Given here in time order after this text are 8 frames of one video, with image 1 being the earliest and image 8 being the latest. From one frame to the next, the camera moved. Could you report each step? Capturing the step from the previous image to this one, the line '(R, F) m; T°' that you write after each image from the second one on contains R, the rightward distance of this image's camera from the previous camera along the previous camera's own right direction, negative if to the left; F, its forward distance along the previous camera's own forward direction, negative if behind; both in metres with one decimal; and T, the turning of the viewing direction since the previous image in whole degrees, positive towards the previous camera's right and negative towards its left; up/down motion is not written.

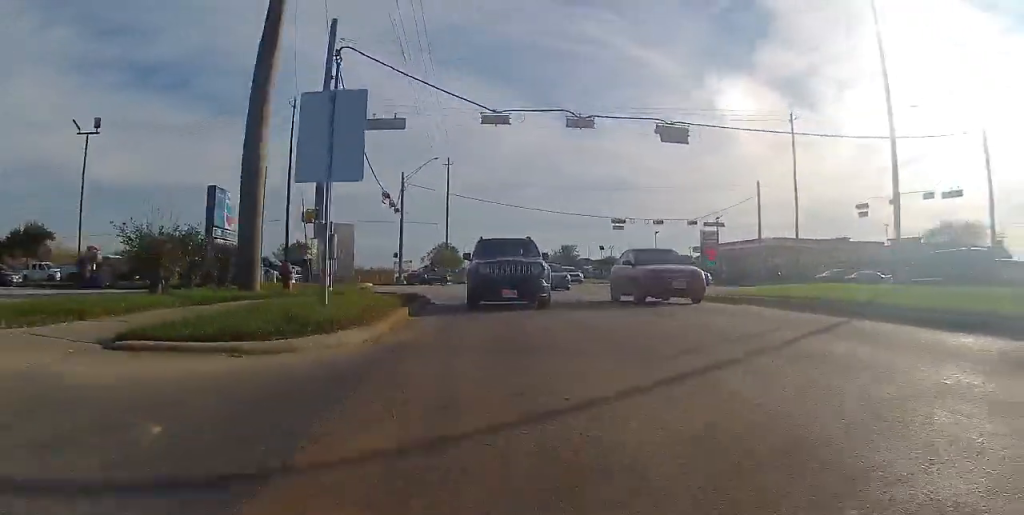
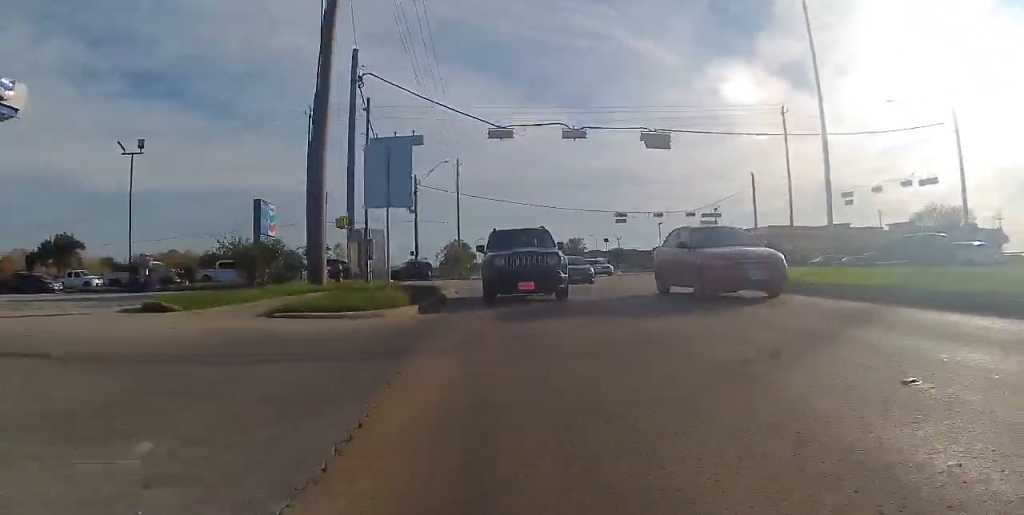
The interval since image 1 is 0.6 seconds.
(0.0, +3.3) m; 0°
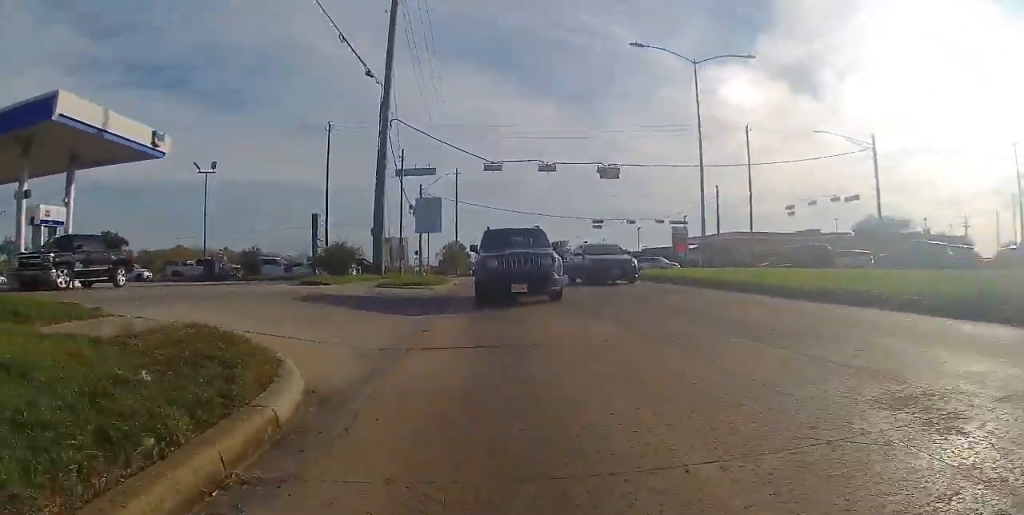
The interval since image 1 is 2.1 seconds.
(0.0, +8.9) m; 0°
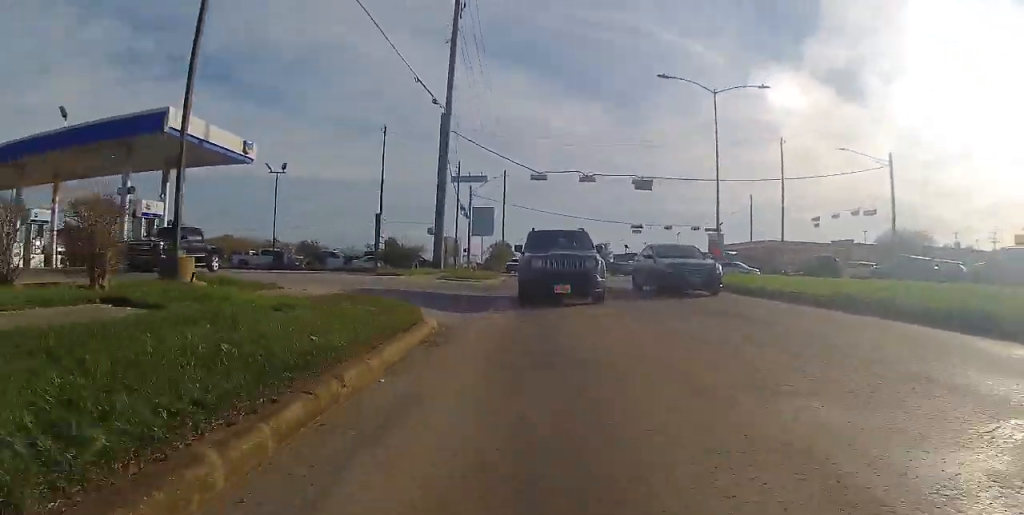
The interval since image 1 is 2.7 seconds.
(0.0, +3.9) m; 0°
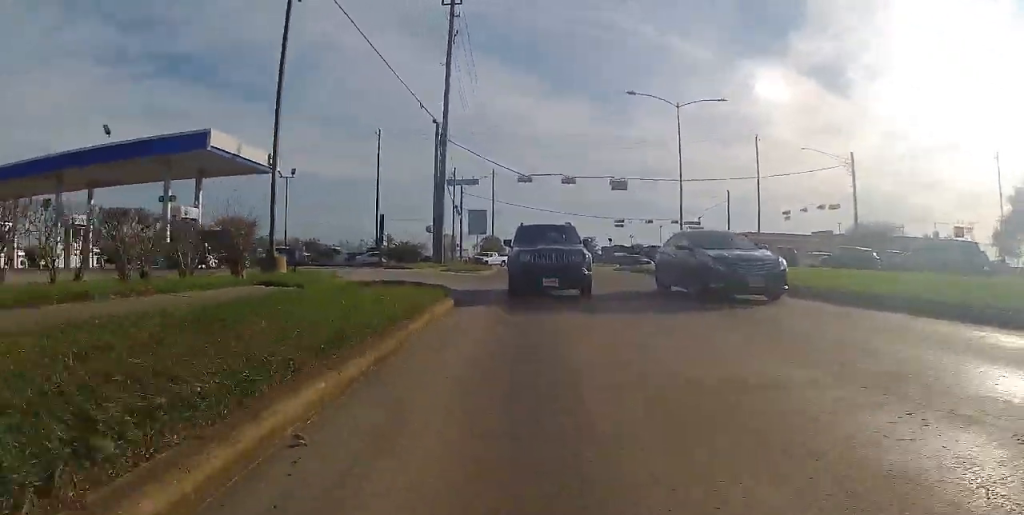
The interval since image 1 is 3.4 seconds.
(0.0, +4.3) m; 0°
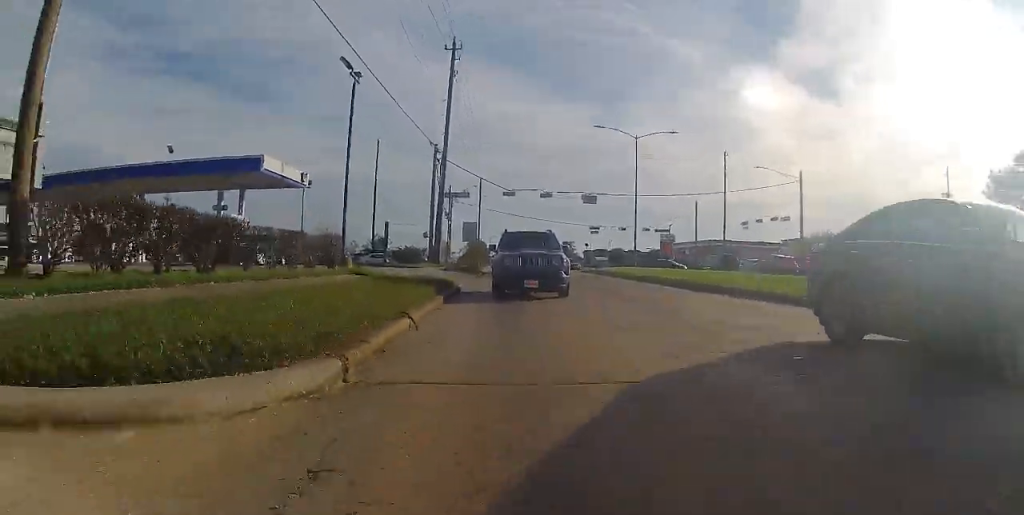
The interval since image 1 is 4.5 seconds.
(0.0, +7.4) m; 0°
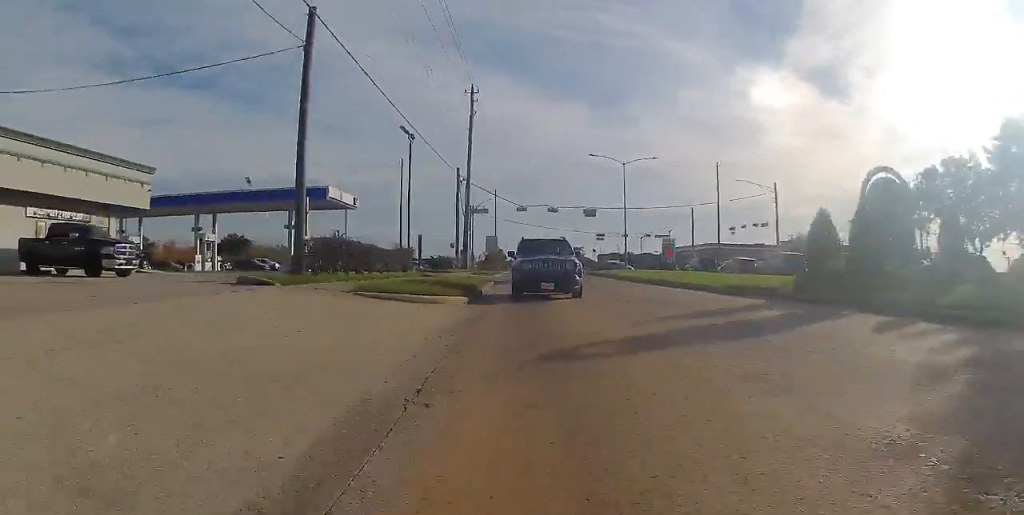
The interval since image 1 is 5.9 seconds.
(0.0, +9.4) m; 0°
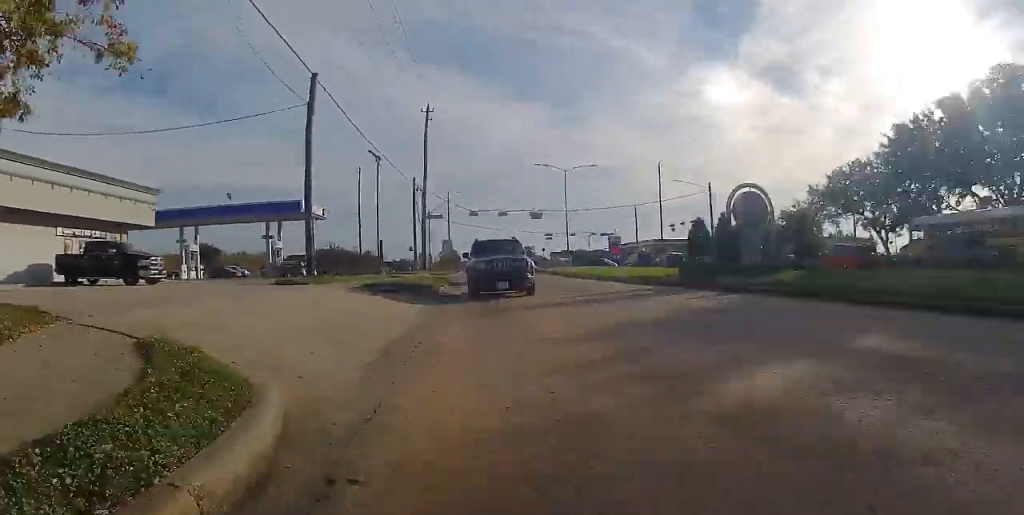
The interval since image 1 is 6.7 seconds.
(0.0, +5.6) m; 0°
